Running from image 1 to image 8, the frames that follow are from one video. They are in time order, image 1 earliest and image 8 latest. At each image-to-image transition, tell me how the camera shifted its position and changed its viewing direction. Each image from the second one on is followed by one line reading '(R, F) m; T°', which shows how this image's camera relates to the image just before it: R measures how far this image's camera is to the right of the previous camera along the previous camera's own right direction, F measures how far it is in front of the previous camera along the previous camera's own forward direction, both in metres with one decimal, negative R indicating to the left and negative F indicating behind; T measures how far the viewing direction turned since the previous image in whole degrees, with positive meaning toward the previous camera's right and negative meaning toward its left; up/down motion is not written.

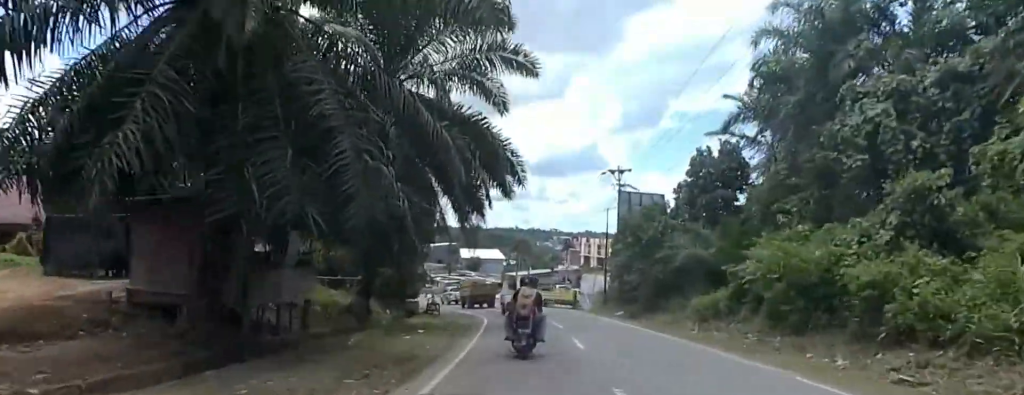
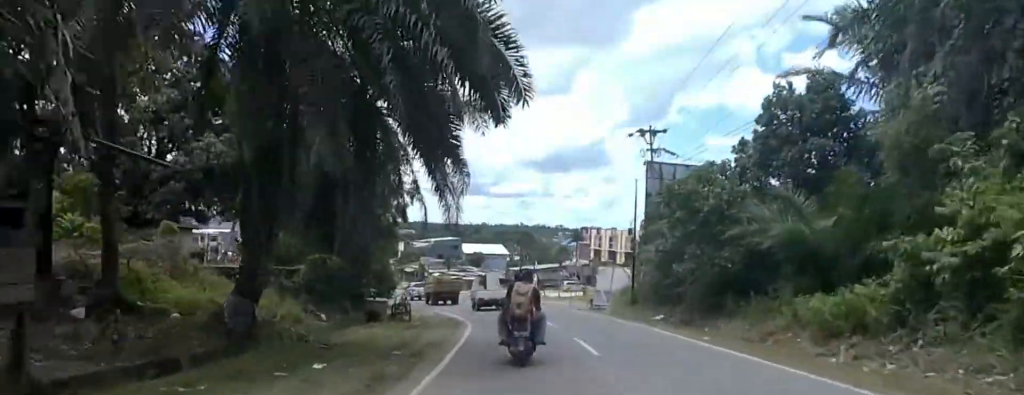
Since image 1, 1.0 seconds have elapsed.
(-0.2, +9.7) m; +4°
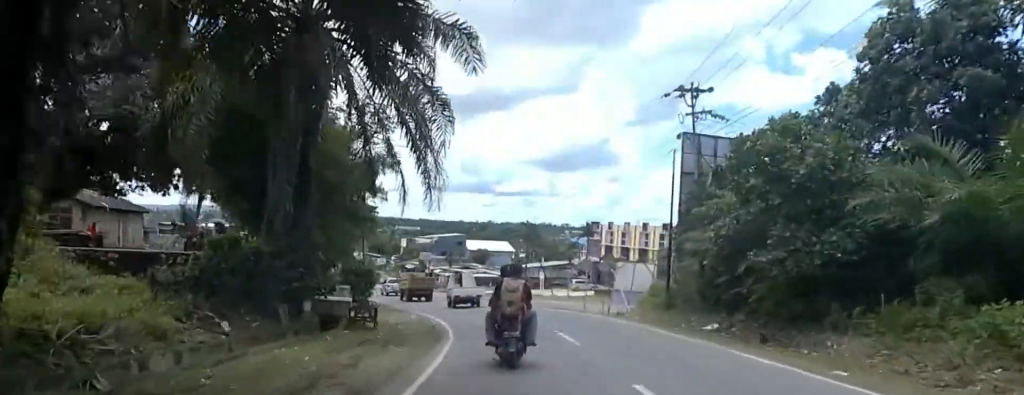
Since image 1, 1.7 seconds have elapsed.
(+0.5, +6.8) m; +2°
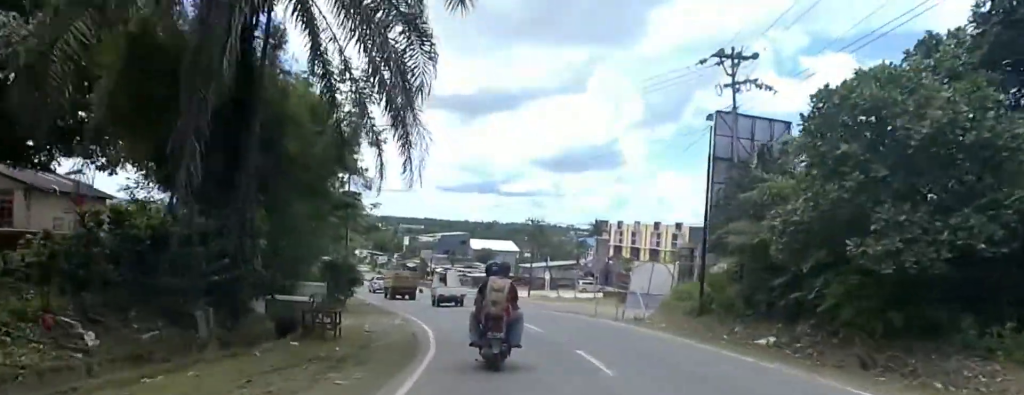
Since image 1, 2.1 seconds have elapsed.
(+0.5, +4.2) m; 0°
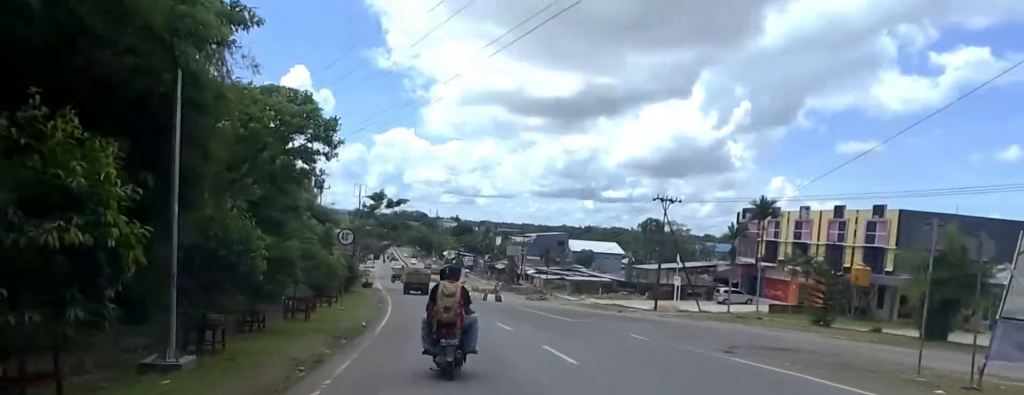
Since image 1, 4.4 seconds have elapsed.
(-3.8, +20.9) m; -17°
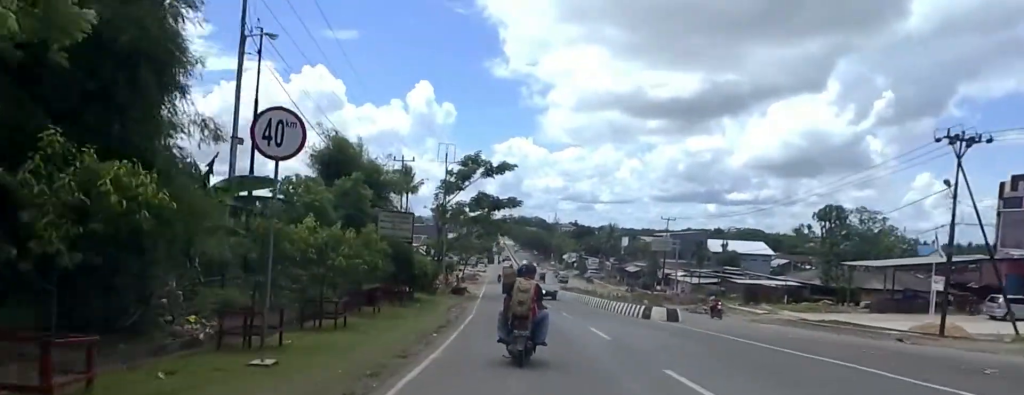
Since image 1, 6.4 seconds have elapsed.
(-2.0, +18.8) m; -8°
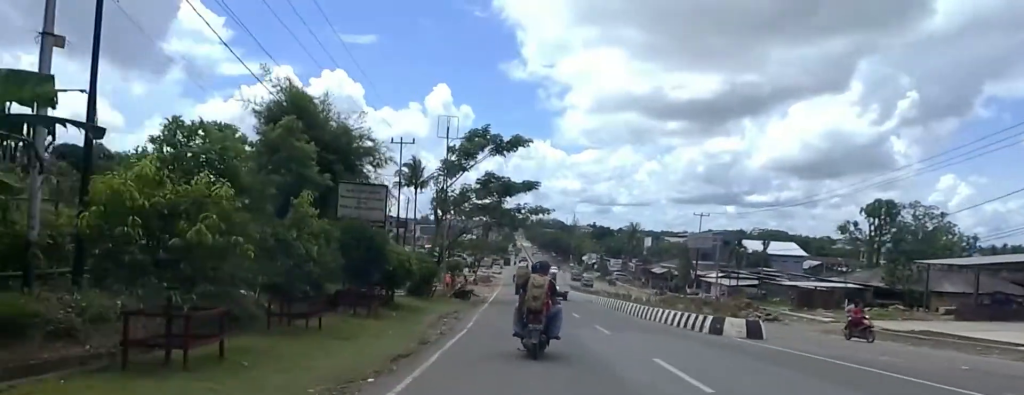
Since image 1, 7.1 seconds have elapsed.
(-0.2, +7.2) m; +6°
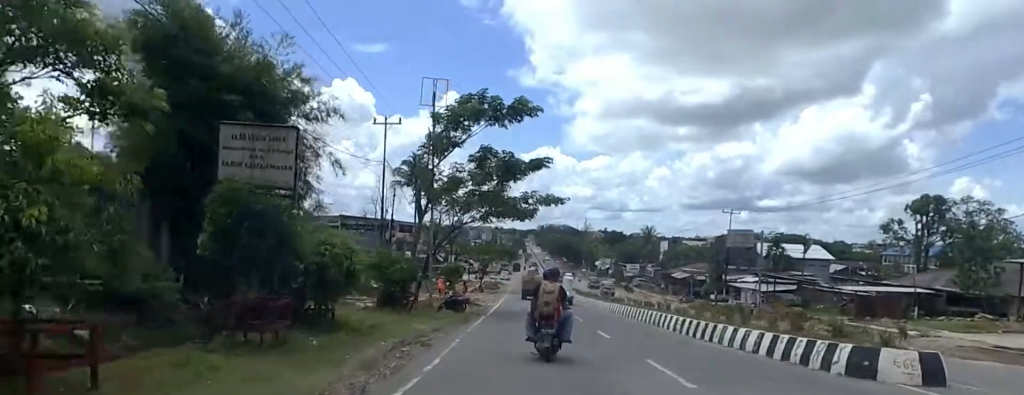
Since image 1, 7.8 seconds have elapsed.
(+0.9, +7.2) m; +1°
